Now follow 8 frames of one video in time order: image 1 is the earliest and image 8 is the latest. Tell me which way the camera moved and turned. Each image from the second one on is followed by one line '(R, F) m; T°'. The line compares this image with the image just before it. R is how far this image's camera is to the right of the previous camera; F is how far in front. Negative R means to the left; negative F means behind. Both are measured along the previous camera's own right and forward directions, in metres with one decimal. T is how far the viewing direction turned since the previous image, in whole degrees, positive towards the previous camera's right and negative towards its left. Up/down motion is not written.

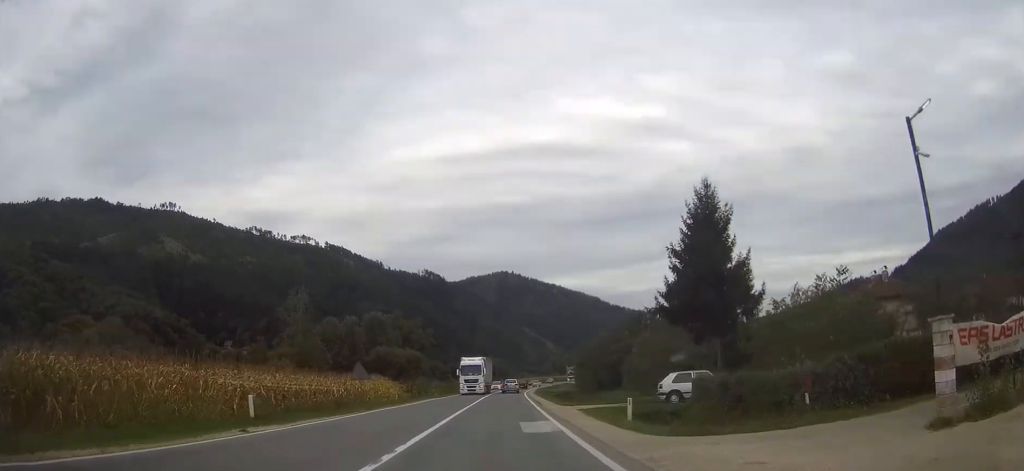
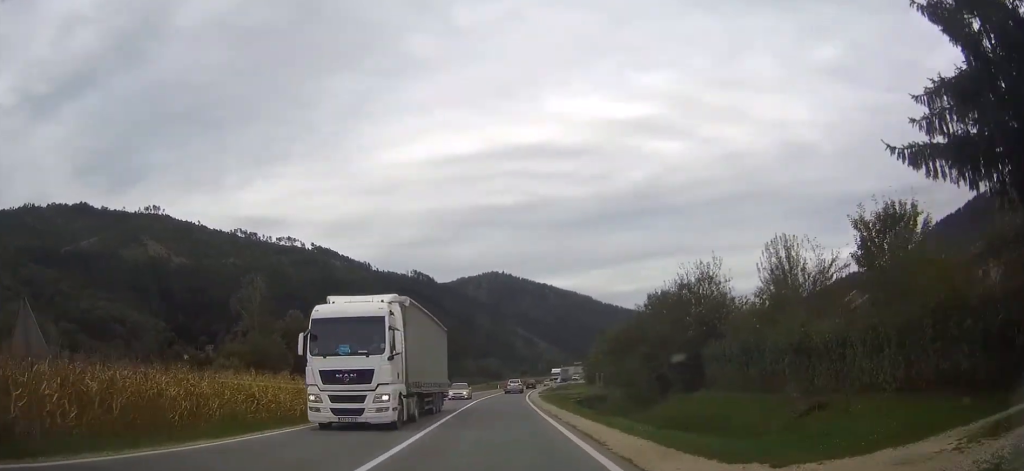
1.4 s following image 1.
(0.0, +25.6) m; 0°
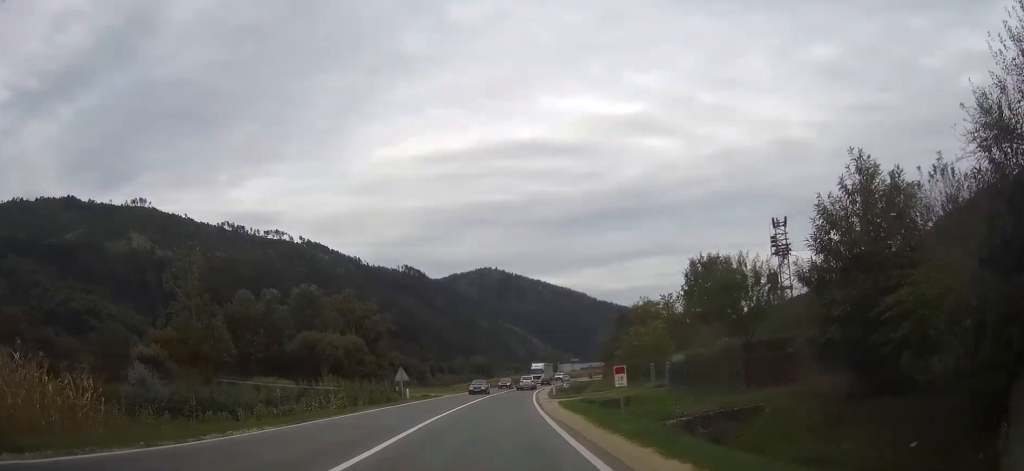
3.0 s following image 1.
(+0.2, +28.5) m; +1°
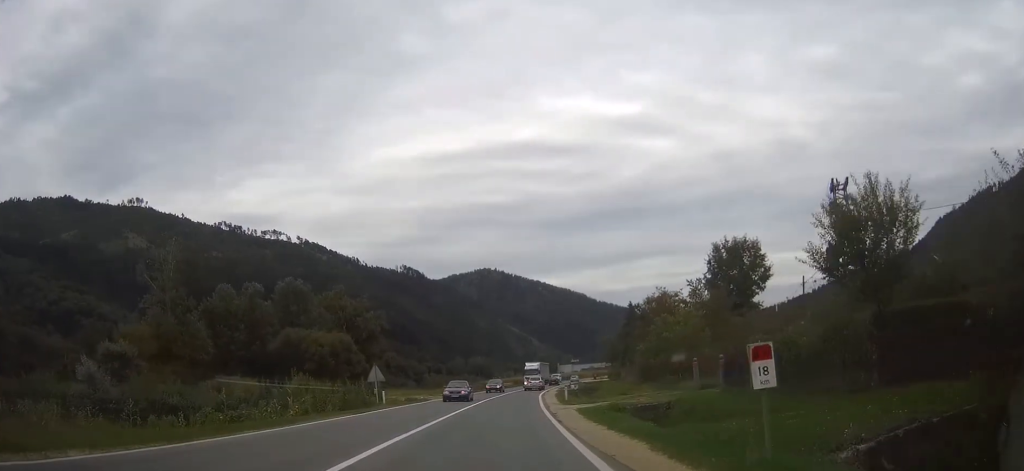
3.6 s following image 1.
(0.0, +9.5) m; 0°
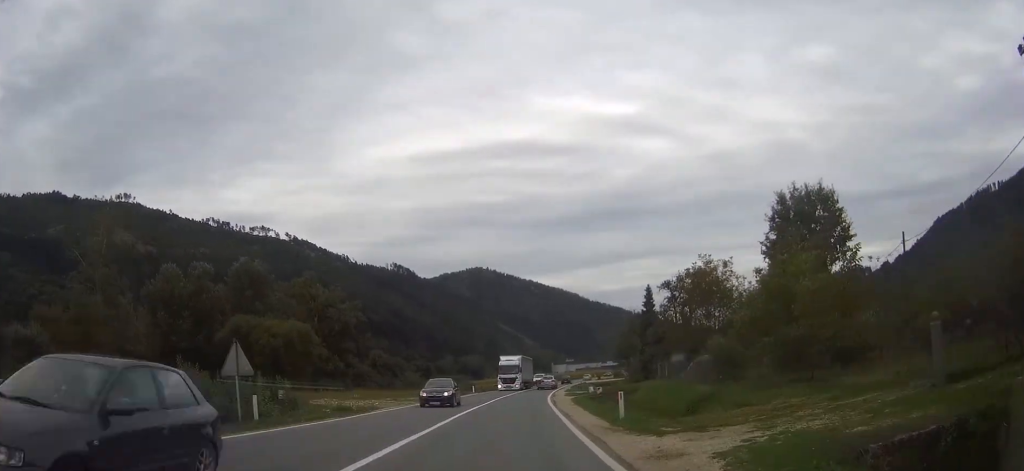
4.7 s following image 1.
(+0.1, +19.7) m; +1°
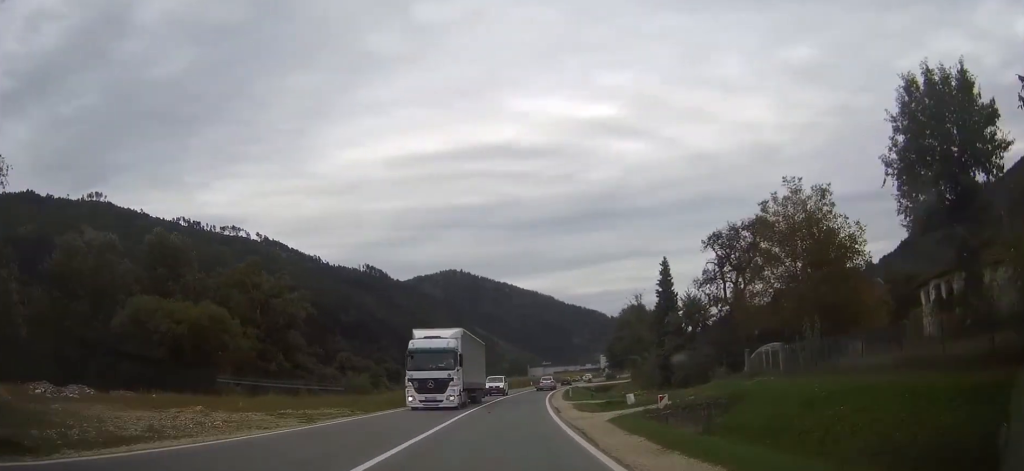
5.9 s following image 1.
(+0.4, +22.7) m; +2°
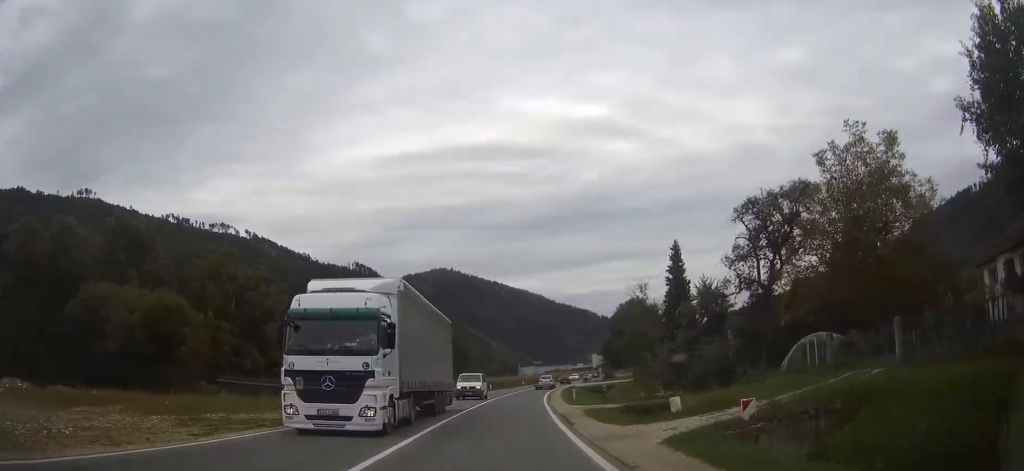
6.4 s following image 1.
(+0.1, +8.4) m; +1°
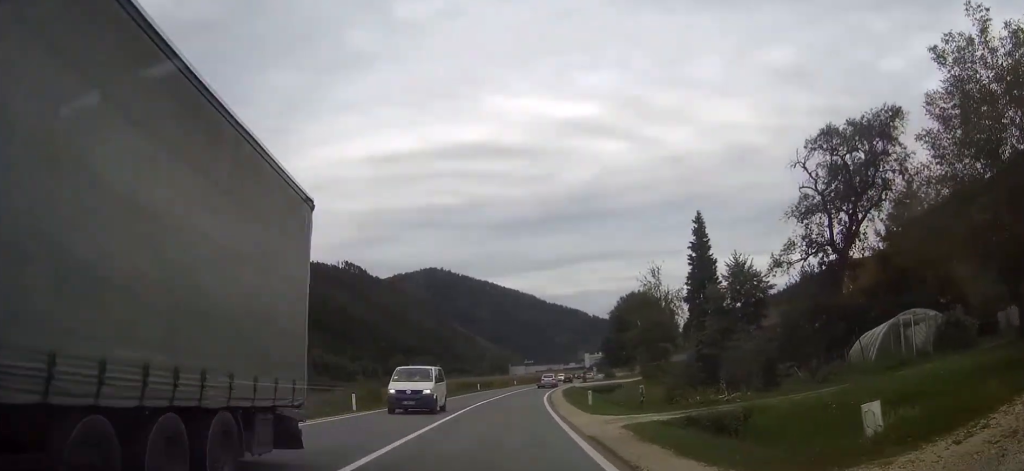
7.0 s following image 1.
(0.0, +10.2) m; 0°
